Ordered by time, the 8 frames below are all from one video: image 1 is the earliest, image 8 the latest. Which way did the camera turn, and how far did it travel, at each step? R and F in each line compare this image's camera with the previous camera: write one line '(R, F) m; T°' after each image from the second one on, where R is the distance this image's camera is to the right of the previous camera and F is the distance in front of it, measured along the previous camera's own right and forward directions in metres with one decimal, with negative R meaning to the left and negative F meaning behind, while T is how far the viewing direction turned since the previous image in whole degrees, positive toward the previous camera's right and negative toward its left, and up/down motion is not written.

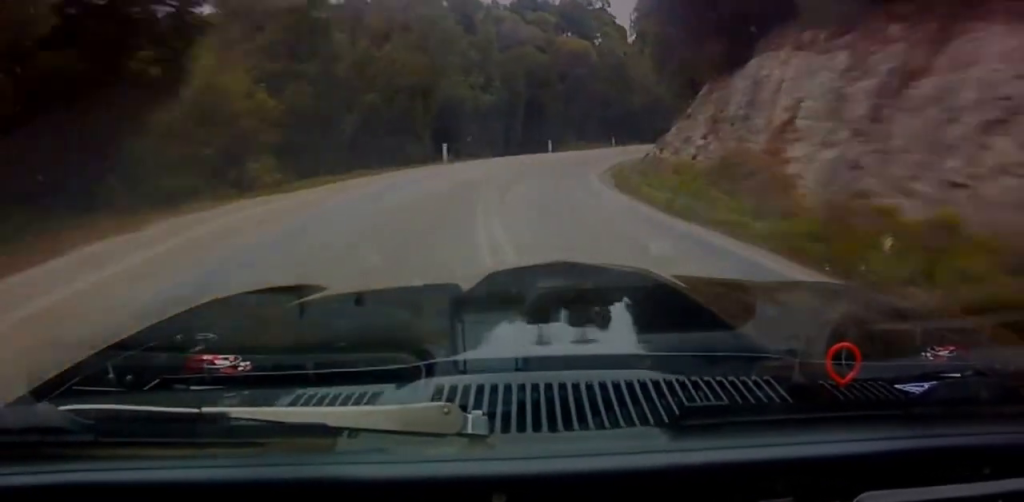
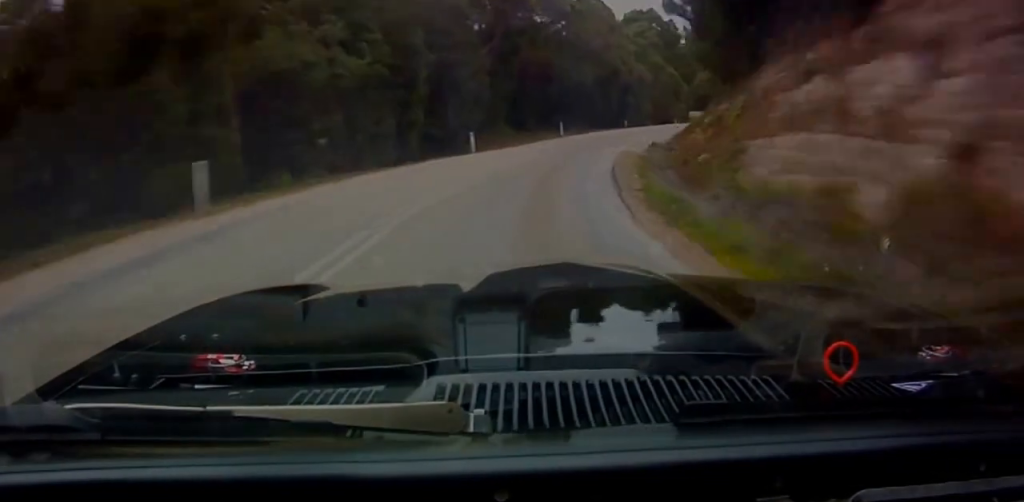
(+0.7, +24.7) m; +4°
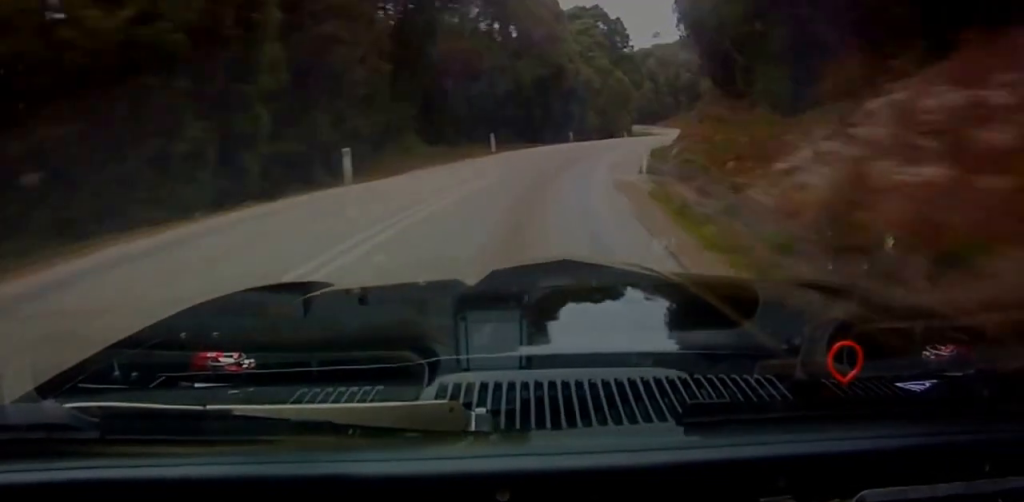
(+0.2, +15.1) m; +3°
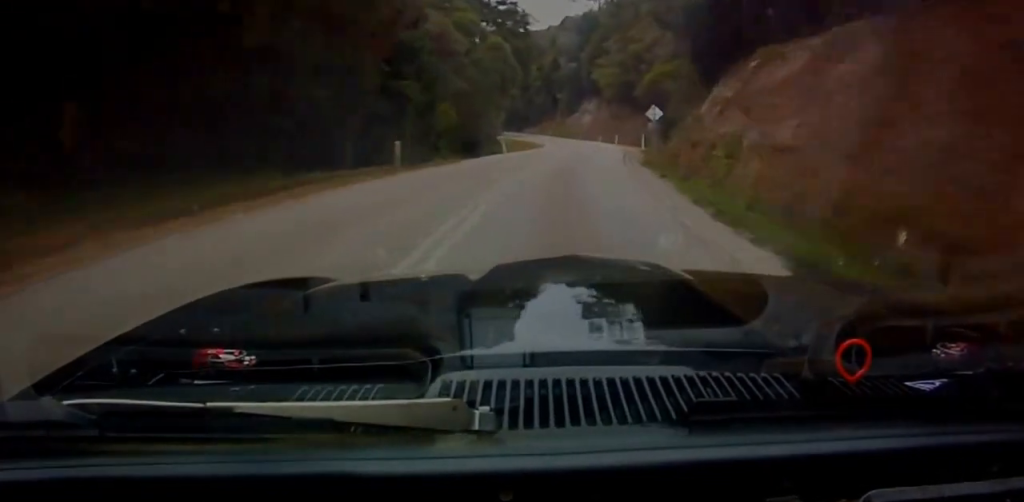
(+2.4, +36.5) m; +8°
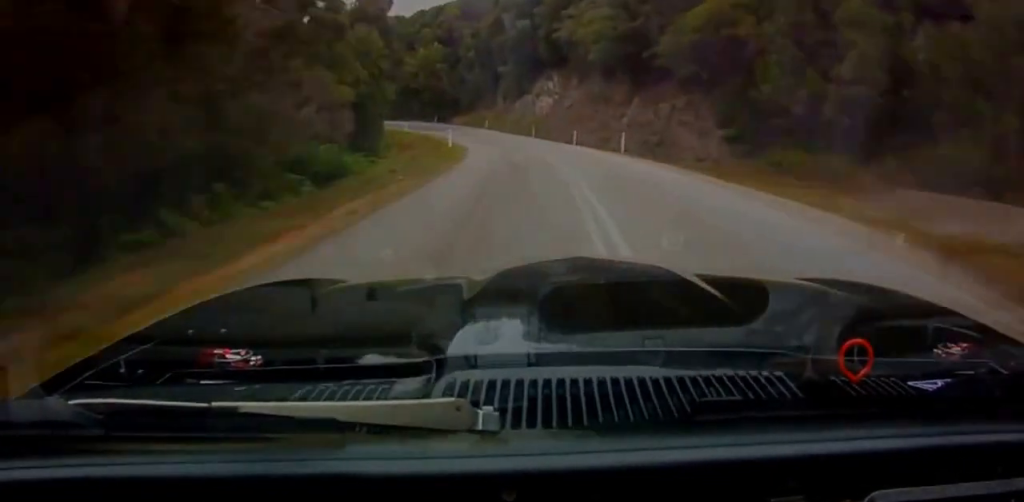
(+3.2, +41.9) m; +5°
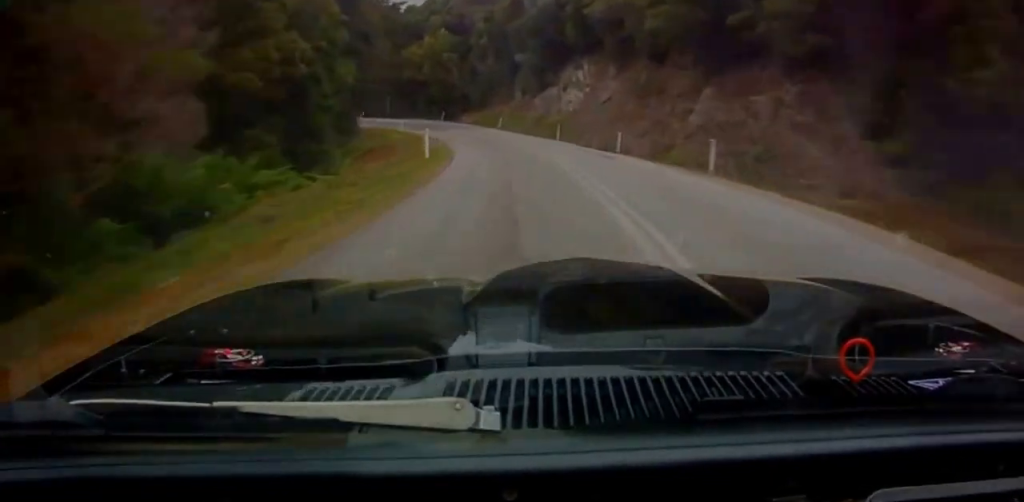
(+0.3, +13.3) m; 0°
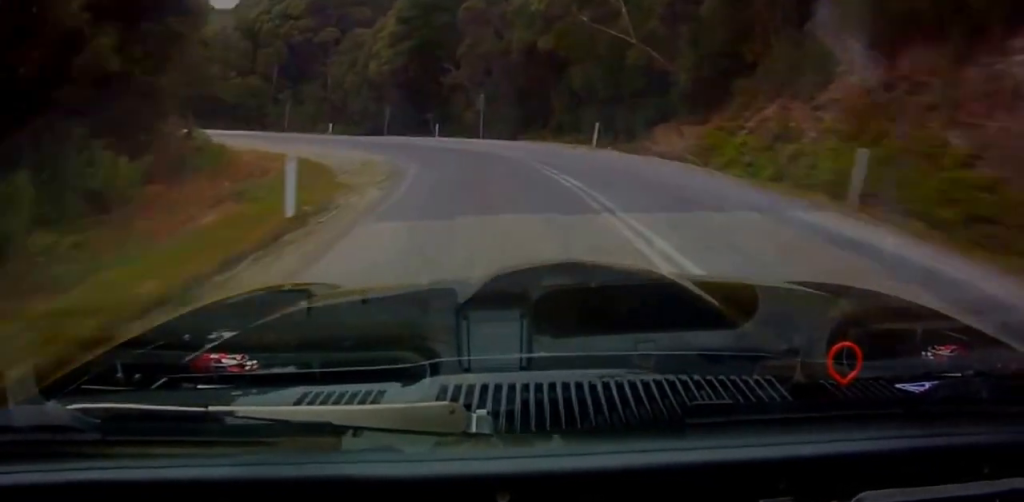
(-3.3, +49.0) m; -16°
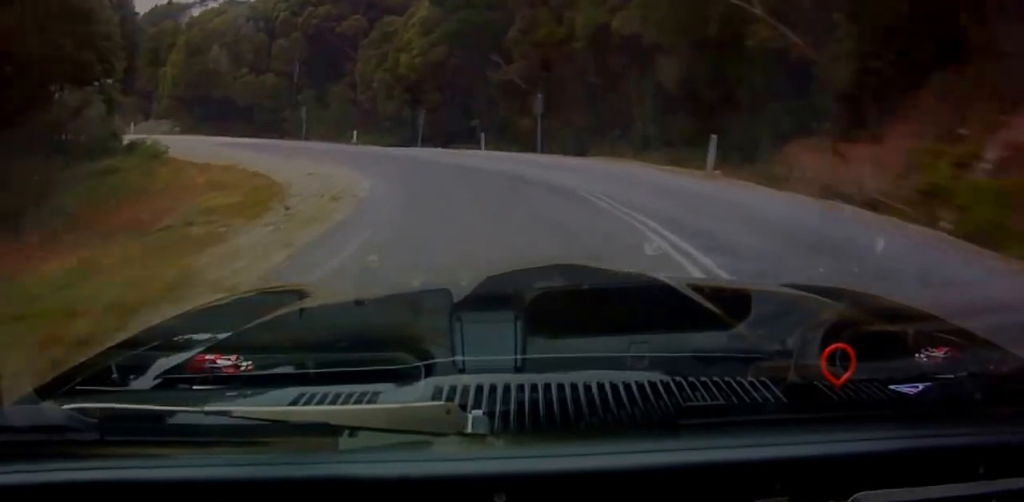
(-0.1, +10.7) m; -10°
